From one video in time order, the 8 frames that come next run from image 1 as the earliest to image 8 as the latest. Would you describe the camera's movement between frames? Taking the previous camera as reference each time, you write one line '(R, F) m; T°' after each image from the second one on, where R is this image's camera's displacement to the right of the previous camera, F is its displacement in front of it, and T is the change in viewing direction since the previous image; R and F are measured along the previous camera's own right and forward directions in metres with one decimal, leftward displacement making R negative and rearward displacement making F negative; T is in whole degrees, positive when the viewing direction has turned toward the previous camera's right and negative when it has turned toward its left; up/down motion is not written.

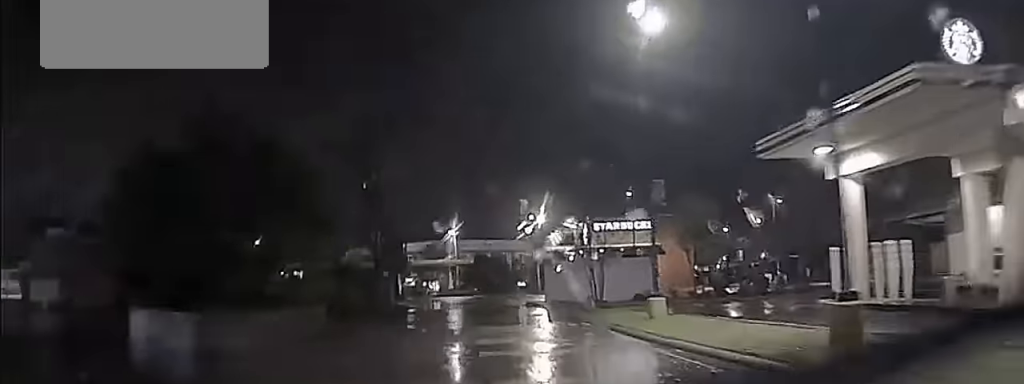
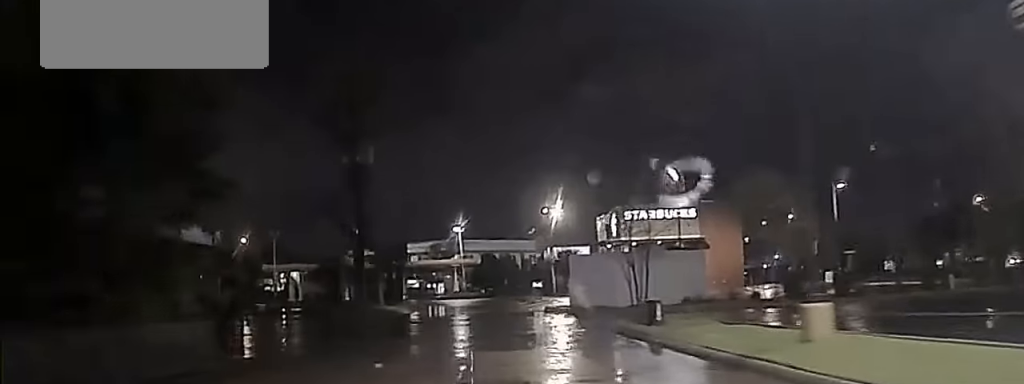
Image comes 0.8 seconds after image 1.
(0.0, +11.6) m; 0°
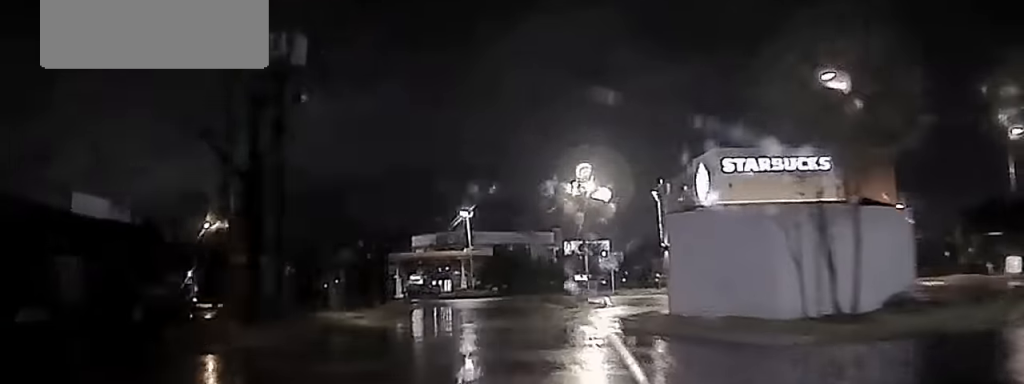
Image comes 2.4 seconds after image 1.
(0.0, +19.1) m; 0°
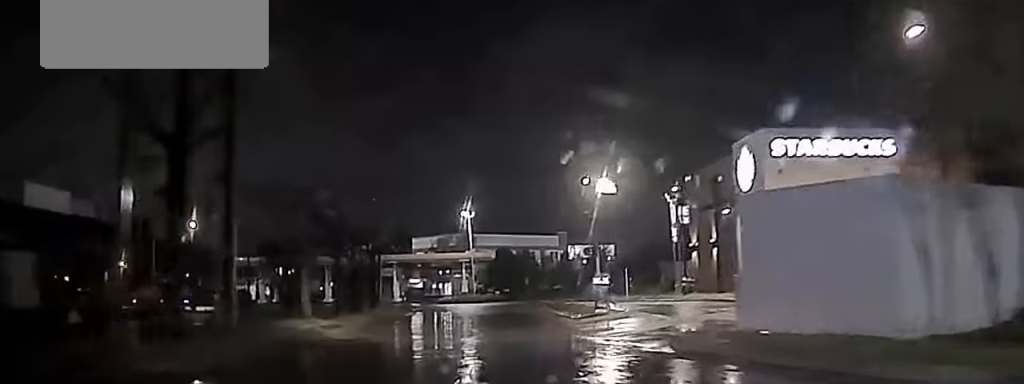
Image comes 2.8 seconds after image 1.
(0.0, +5.1) m; 0°
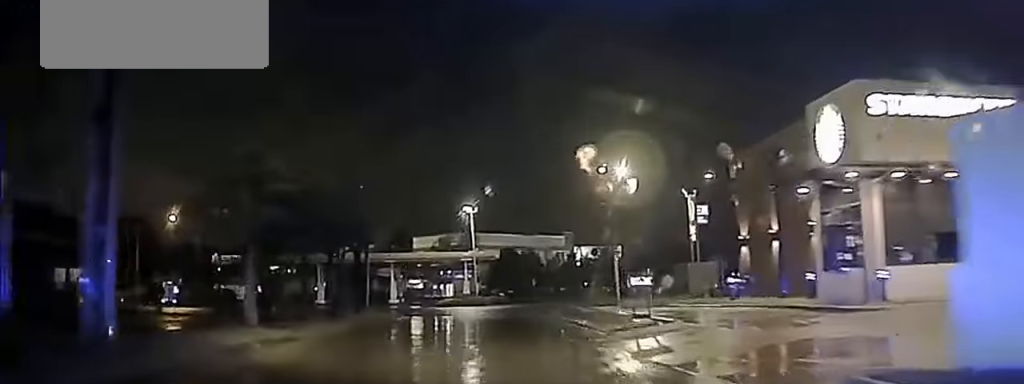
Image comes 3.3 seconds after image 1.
(0.0, +6.9) m; -1°
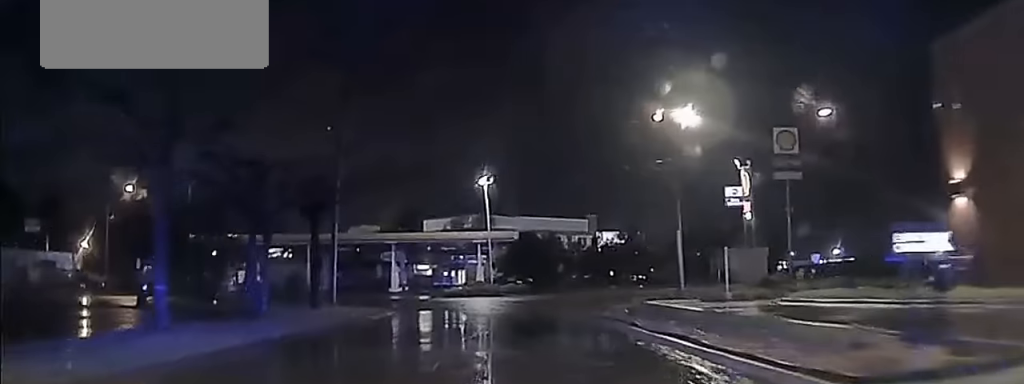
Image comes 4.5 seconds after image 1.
(-0.3, +14.3) m; -1°
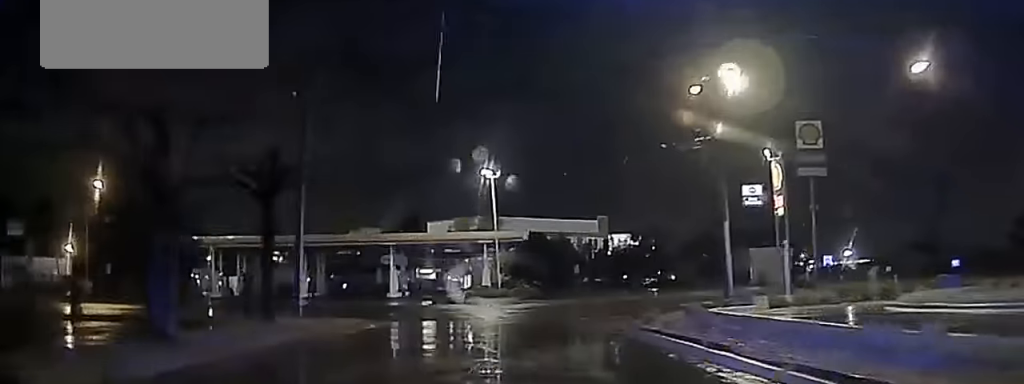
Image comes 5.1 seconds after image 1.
(-0.1, +7.2) m; 0°
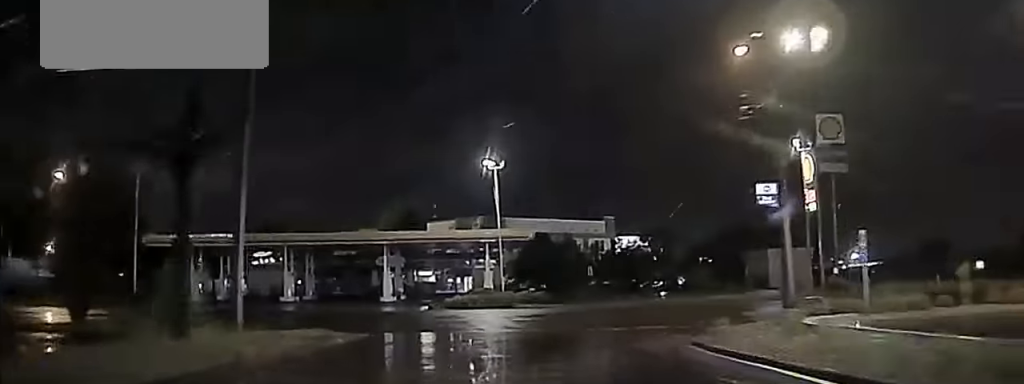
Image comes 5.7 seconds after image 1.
(+0.3, +7.2) m; 0°
